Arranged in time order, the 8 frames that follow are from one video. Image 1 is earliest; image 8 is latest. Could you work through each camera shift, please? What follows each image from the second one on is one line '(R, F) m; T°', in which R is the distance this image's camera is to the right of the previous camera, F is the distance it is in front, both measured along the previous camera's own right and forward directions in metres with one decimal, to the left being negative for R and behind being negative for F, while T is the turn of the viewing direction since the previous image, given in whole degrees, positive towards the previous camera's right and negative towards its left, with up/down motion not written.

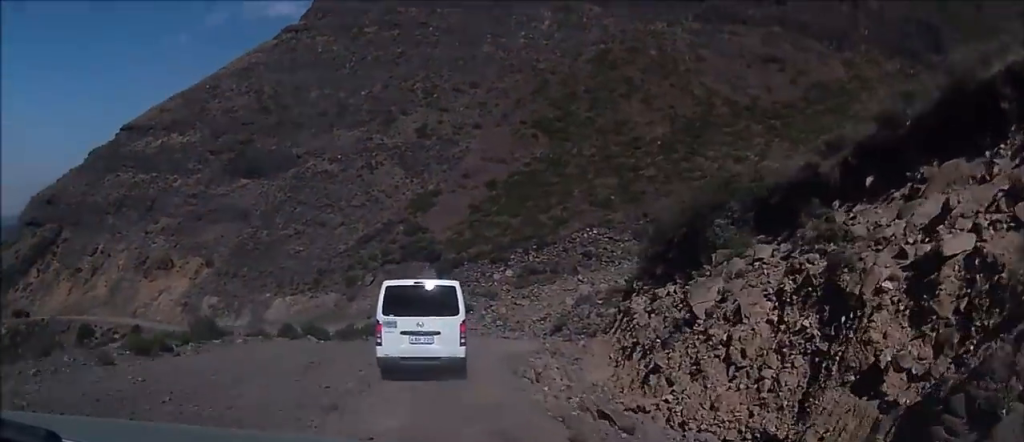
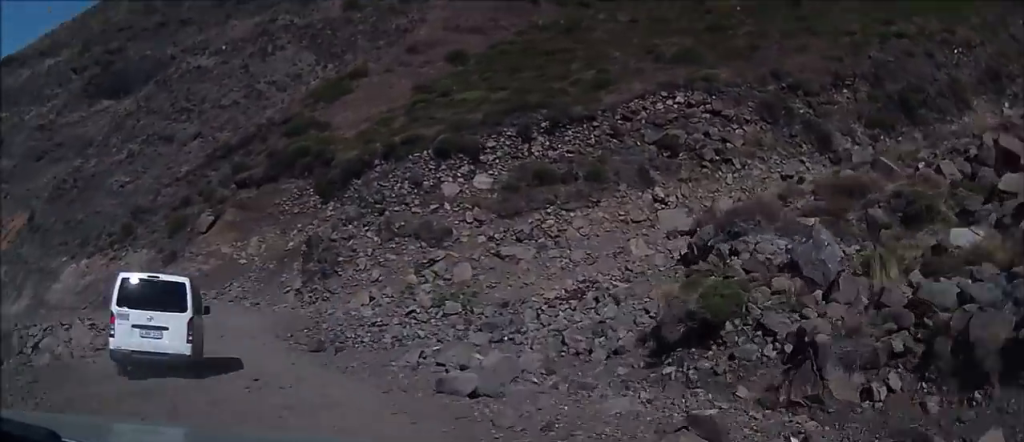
(+0.7, +44.1) m; -15°
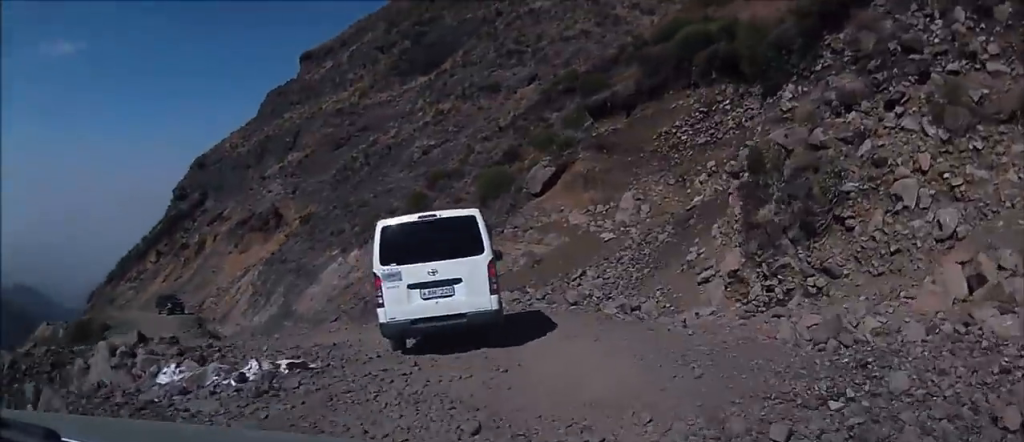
(-3.6, +16.8) m; -25°
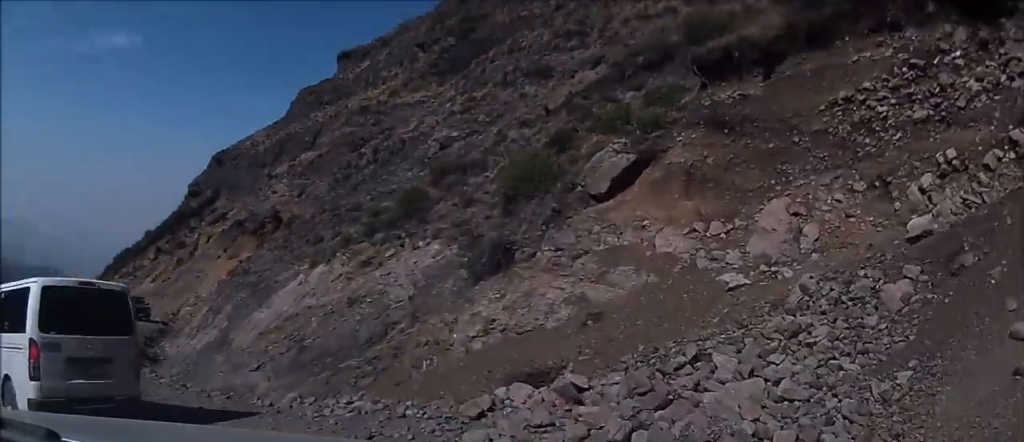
(-2.9, +12.3) m; -21°
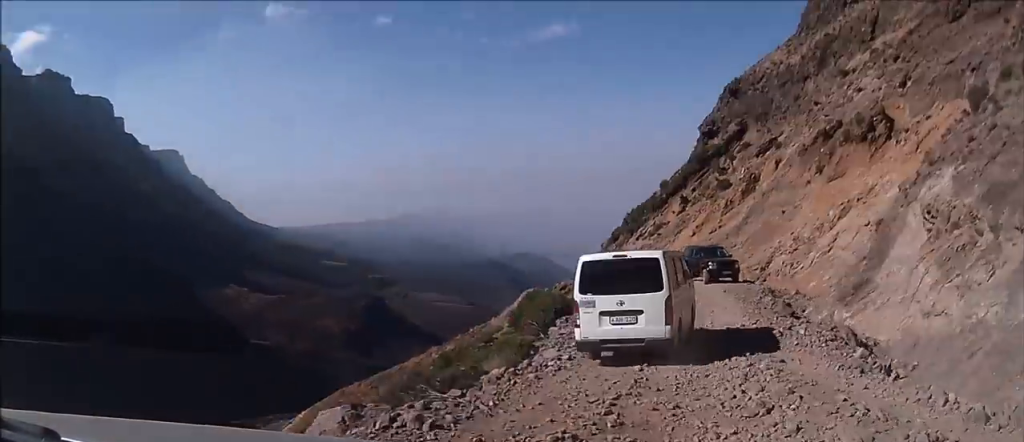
(-5.5, +23.7) m; -8°
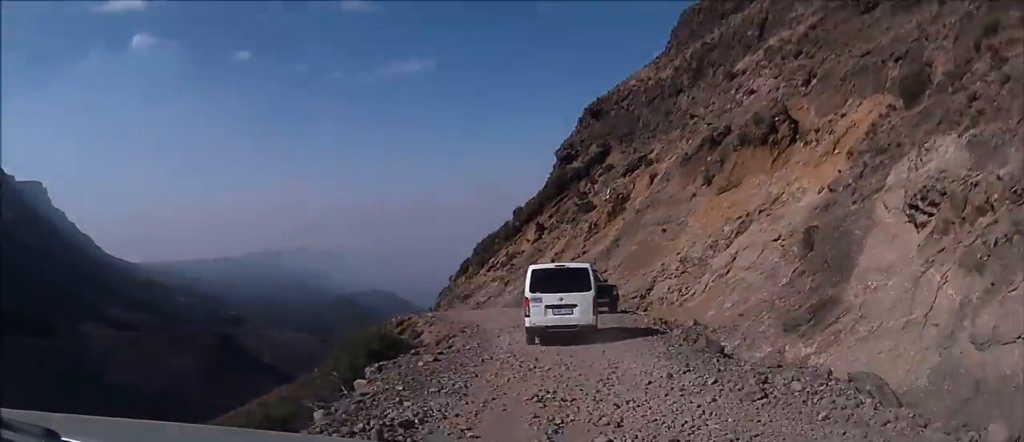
(+1.3, +7.7) m; +3°
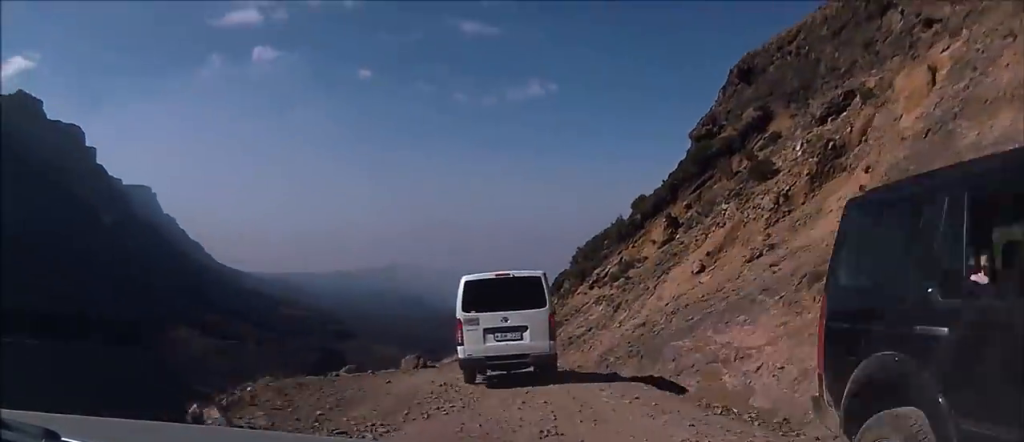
(+0.1, +20.4) m; -3°
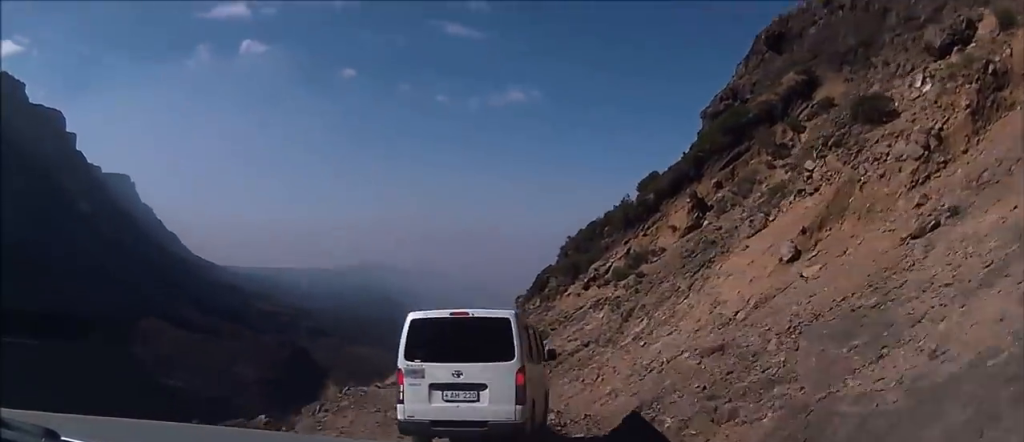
(-0.4, +10.3) m; -4°
